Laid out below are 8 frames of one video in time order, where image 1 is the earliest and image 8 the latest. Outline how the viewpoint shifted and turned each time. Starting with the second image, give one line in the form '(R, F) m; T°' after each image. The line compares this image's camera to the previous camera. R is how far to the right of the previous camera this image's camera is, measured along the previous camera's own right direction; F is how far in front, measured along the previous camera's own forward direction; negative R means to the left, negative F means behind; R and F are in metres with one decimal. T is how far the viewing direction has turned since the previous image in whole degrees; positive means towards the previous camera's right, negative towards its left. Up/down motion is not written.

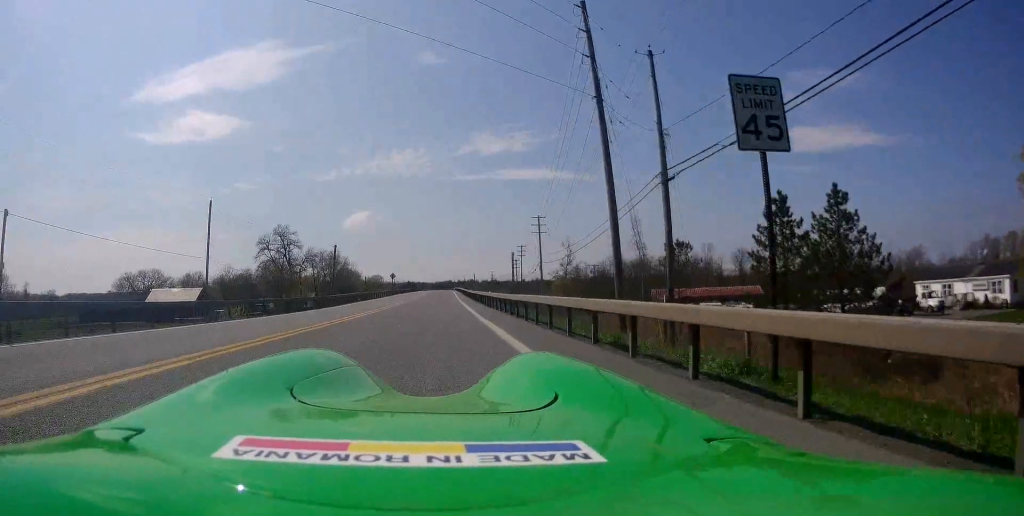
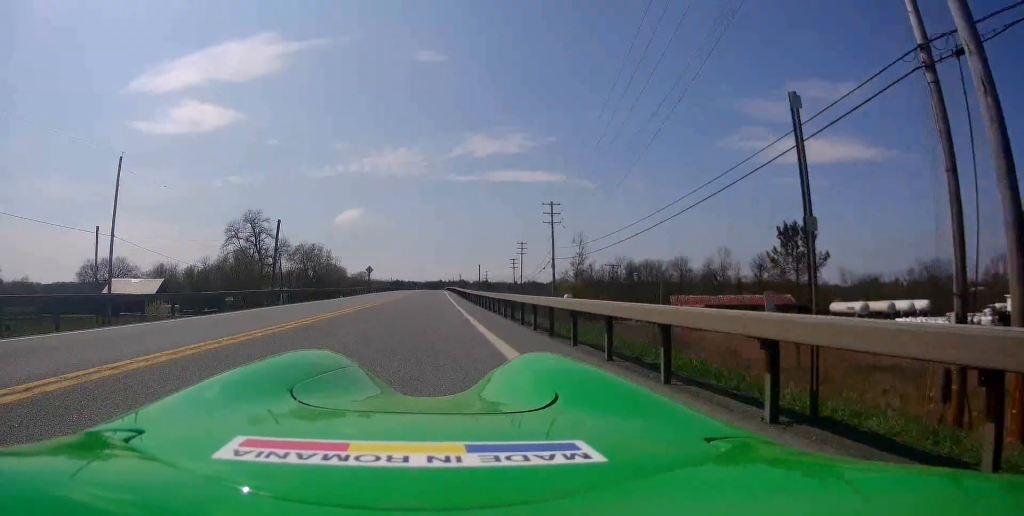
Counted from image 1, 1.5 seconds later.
(+0.1, +16.1) m; 0°
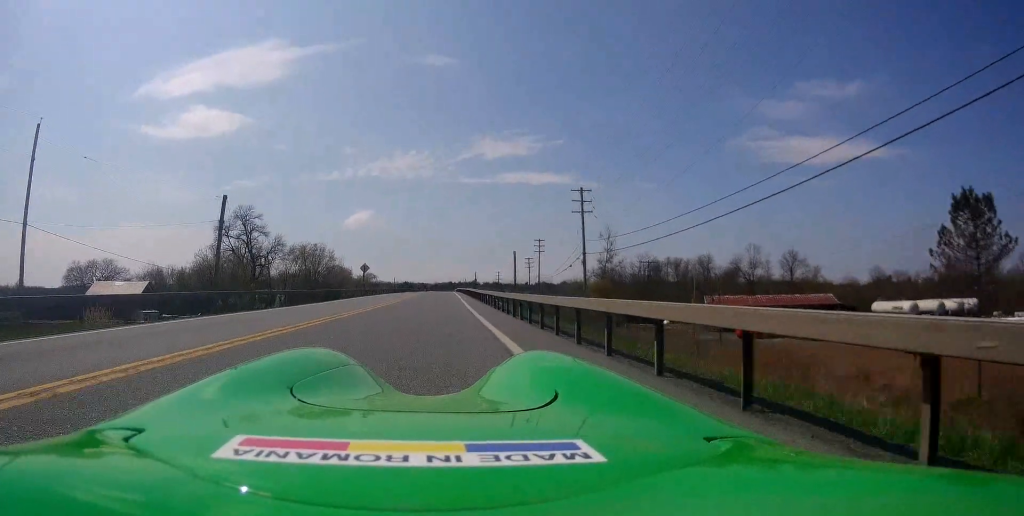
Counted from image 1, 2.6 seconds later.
(0.0, +11.4) m; 0°
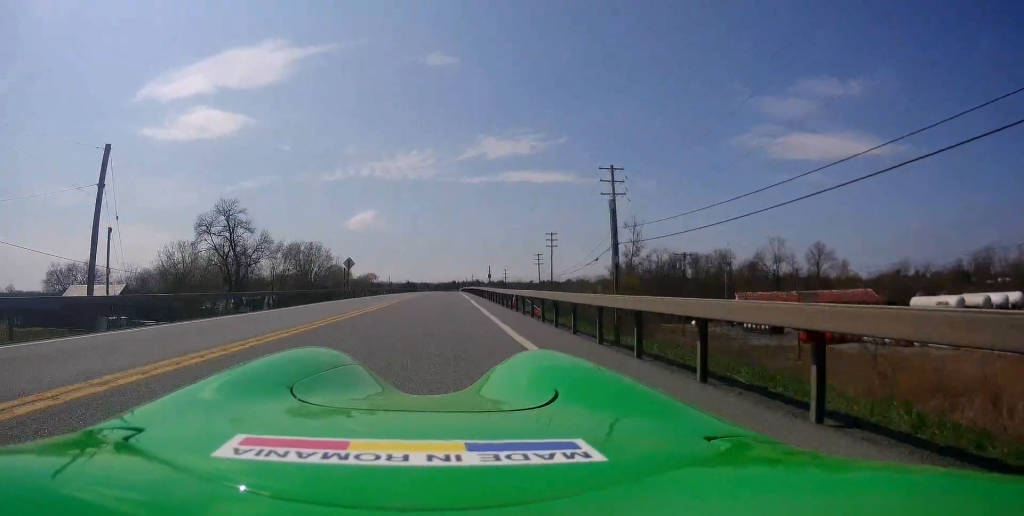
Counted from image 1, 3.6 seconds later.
(0.0, +11.5) m; 0°
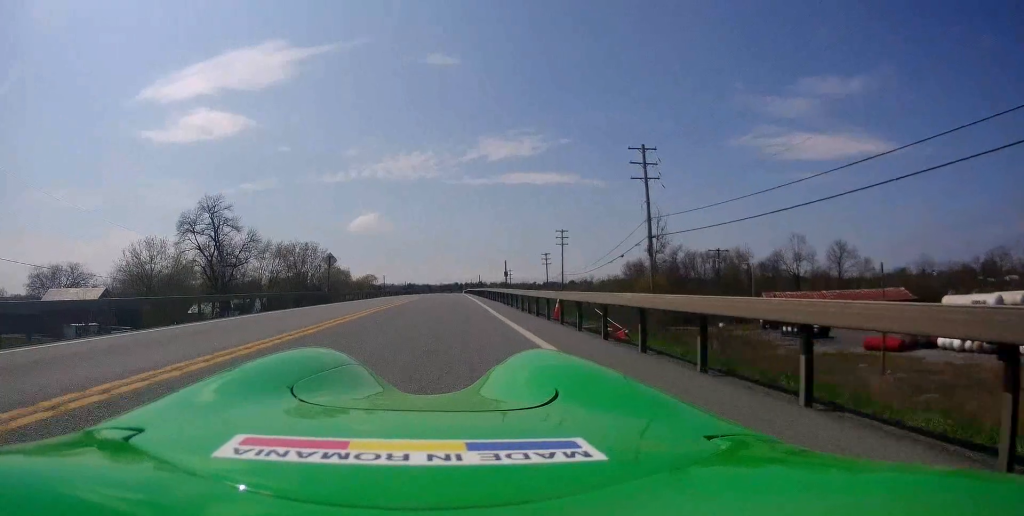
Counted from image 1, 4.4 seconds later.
(0.0, +8.7) m; +1°
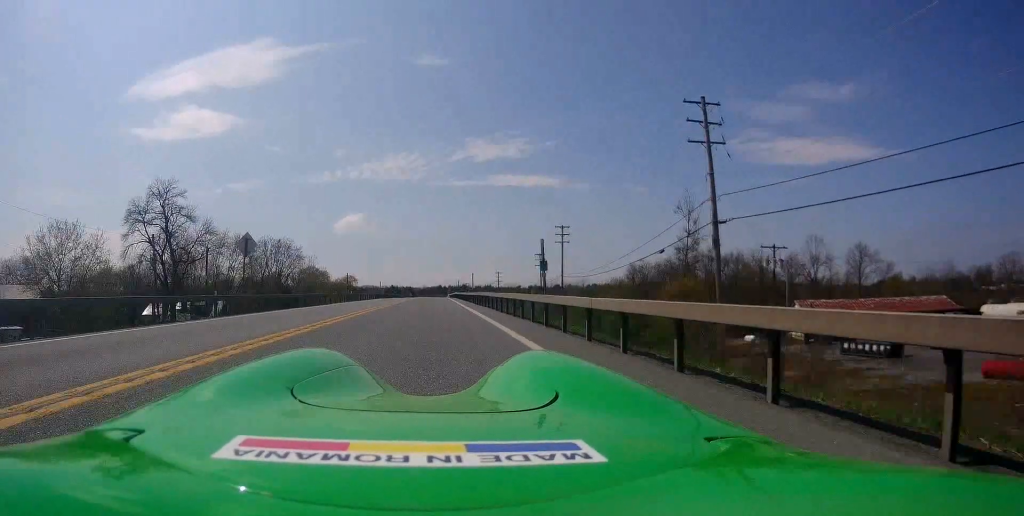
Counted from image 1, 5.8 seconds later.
(+0.2, +14.3) m; 0°
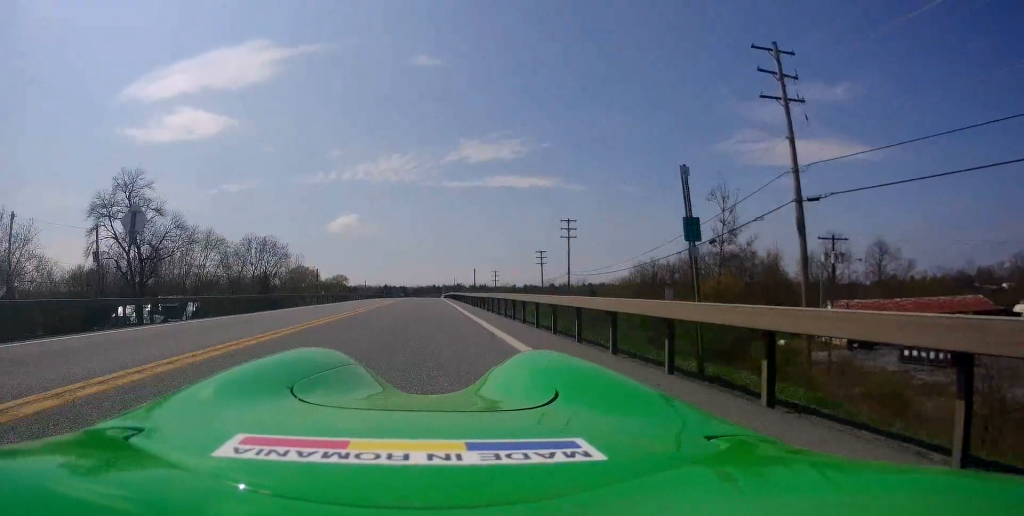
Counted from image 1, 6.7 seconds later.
(-0.2, +9.6) m; 0°
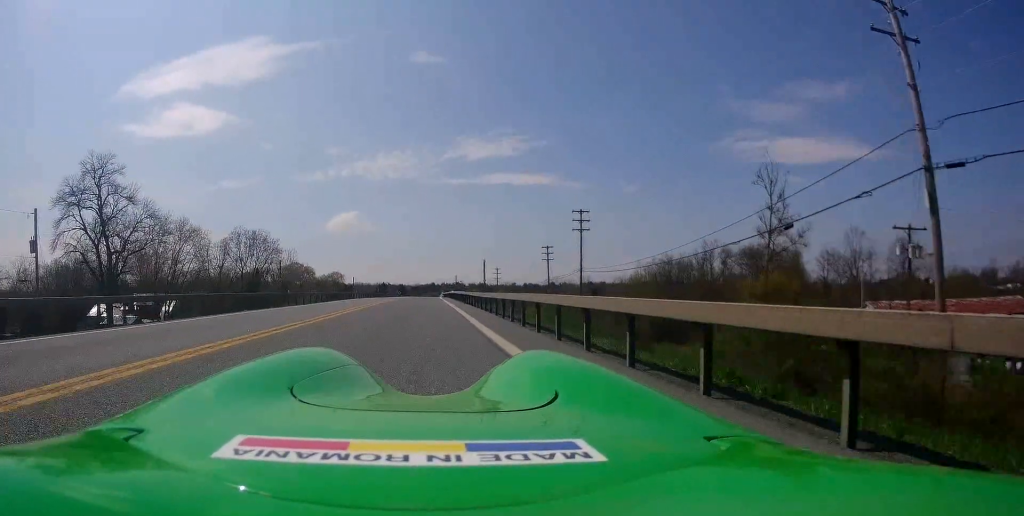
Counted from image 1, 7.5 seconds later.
(0.0, +8.6) m; +1°
